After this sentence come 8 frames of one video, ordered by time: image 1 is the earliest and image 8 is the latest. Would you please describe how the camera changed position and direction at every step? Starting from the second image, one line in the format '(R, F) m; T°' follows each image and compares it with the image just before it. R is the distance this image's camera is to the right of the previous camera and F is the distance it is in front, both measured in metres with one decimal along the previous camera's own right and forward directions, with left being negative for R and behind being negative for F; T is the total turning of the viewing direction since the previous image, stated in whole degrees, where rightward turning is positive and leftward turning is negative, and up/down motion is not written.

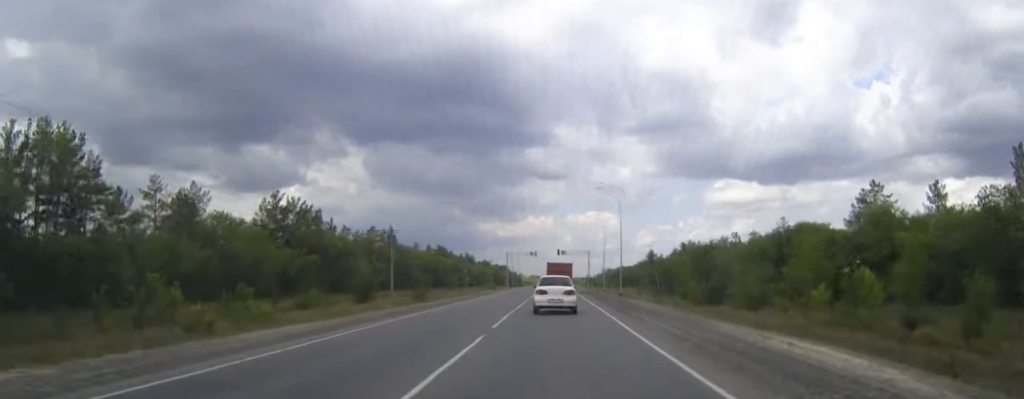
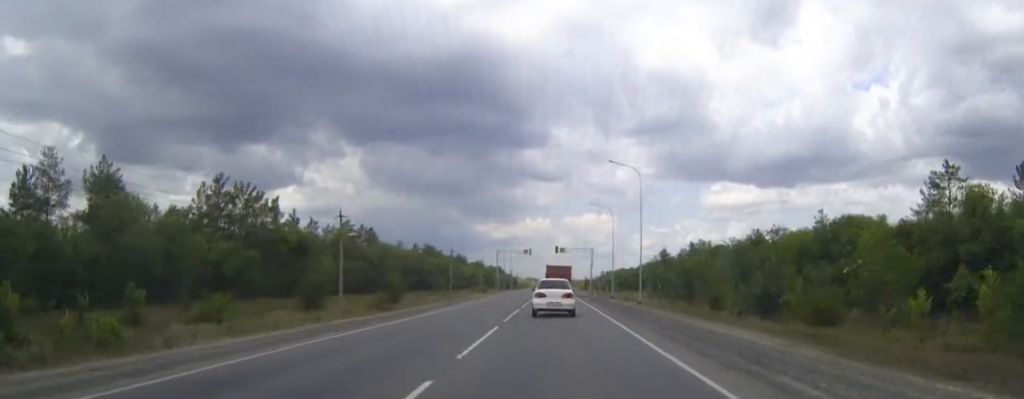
(+0.1, +19.6) m; 0°
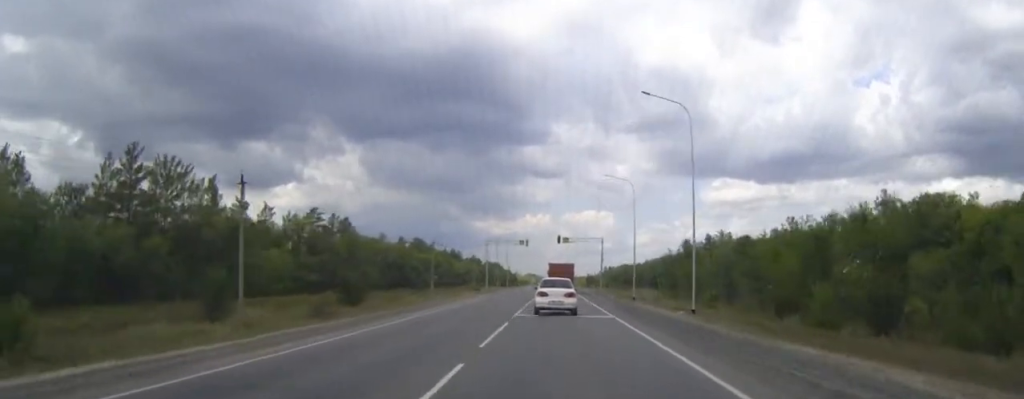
(-0.1, +21.8) m; 0°
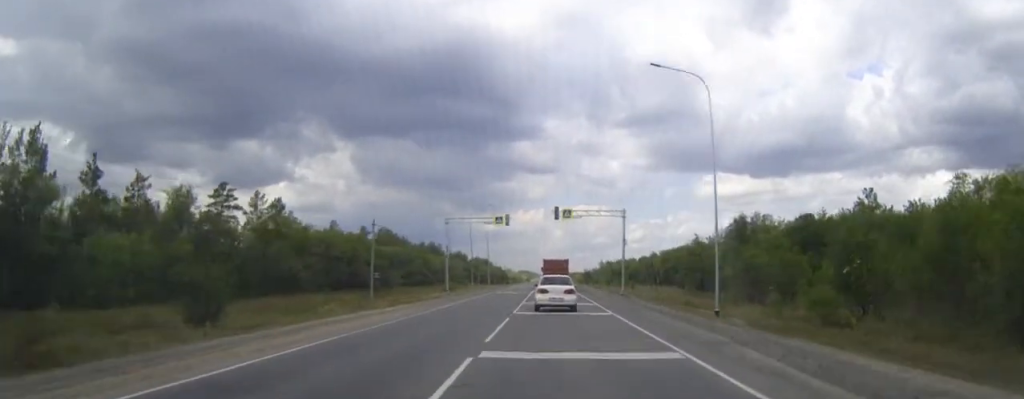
(+0.2, +35.4) m; +1°
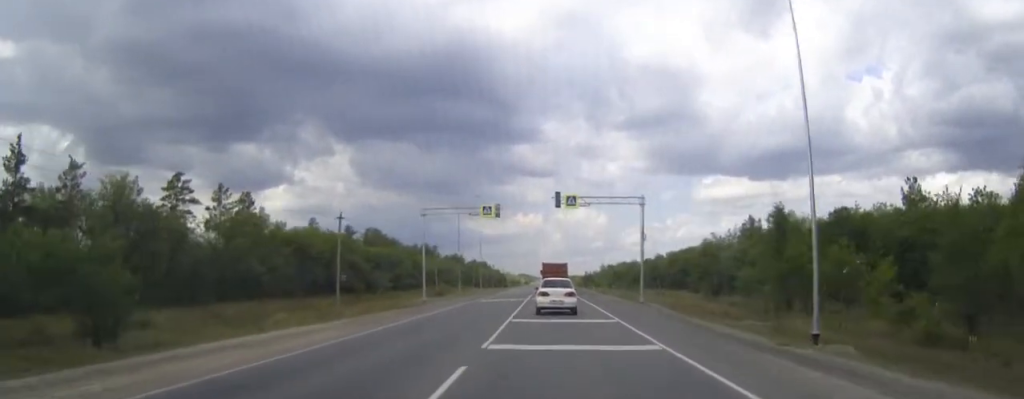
(0.0, +12.7) m; 0°
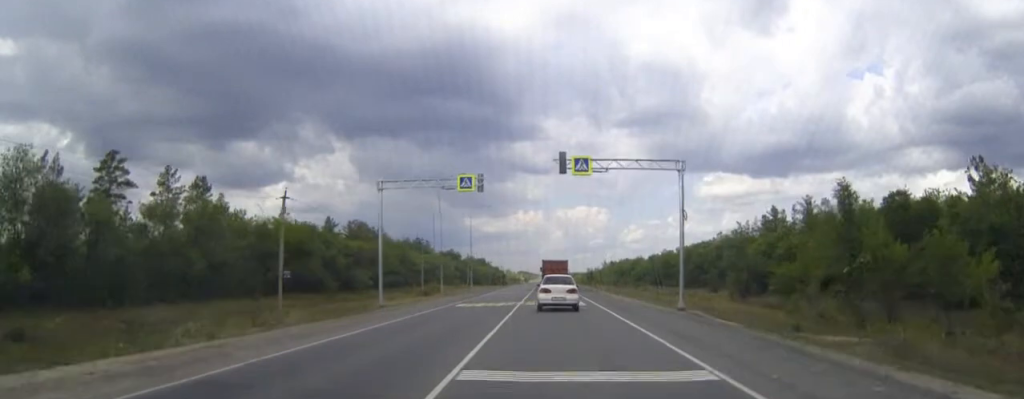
(0.0, +14.9) m; 0°
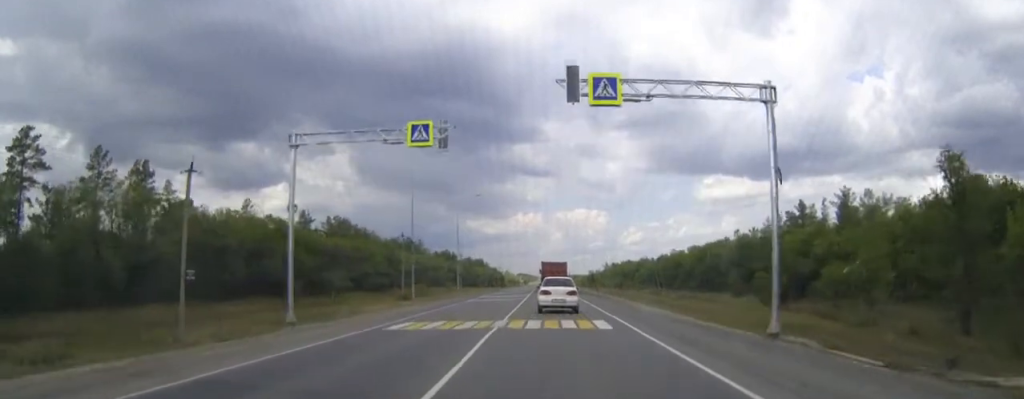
(0.0, +15.1) m; 0°
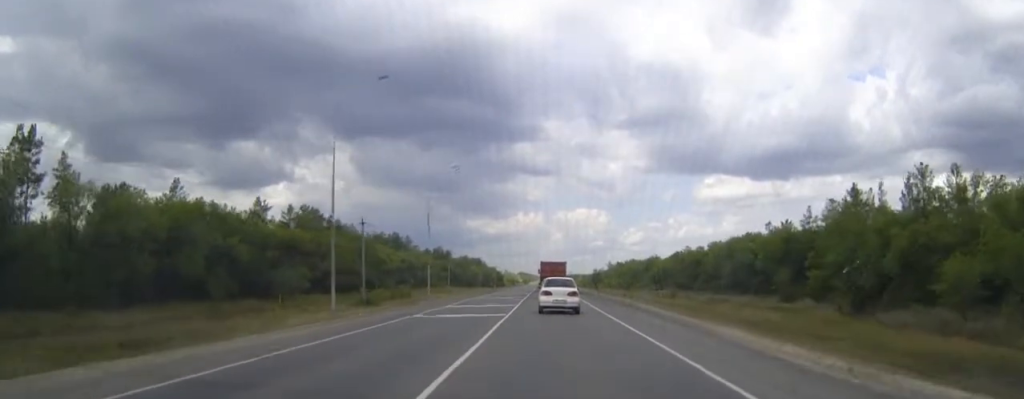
(0.0, +21.8) m; 0°
